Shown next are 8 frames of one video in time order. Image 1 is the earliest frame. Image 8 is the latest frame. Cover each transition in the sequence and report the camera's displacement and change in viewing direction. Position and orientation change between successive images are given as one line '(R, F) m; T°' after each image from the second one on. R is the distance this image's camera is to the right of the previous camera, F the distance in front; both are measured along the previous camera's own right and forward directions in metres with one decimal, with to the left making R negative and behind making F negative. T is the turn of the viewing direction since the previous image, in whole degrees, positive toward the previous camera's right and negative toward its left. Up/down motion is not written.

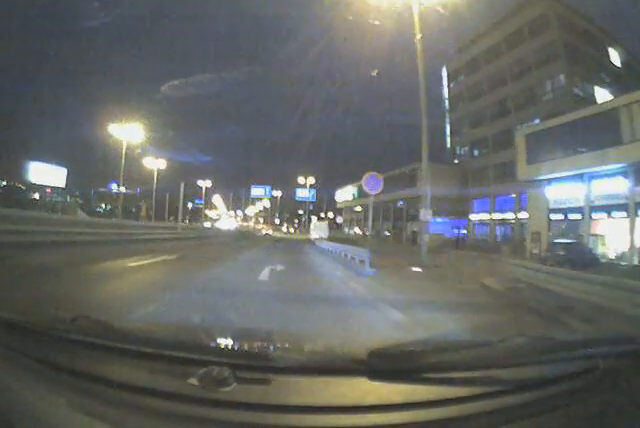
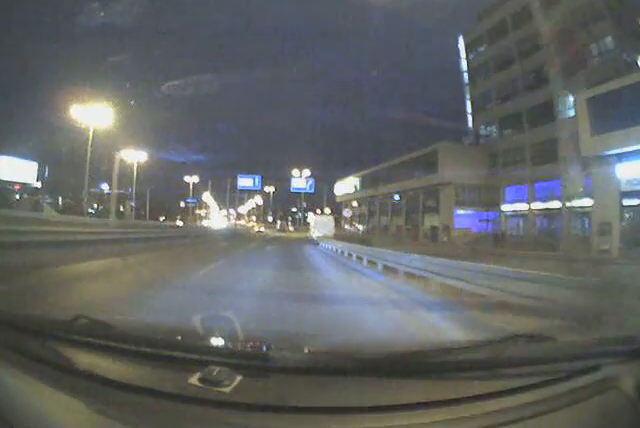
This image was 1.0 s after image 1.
(+0.1, +10.2) m; -1°
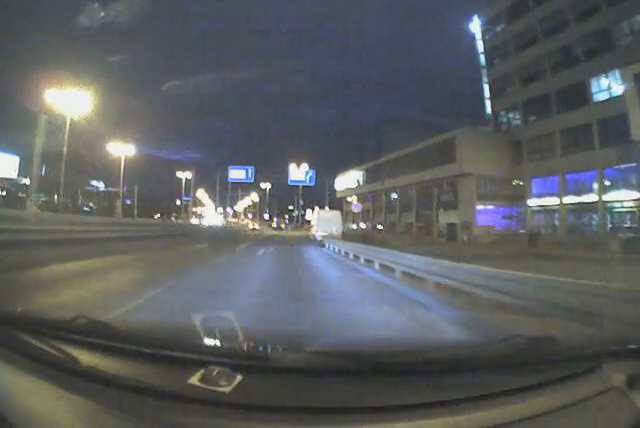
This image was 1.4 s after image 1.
(-0.1, +5.3) m; 0°
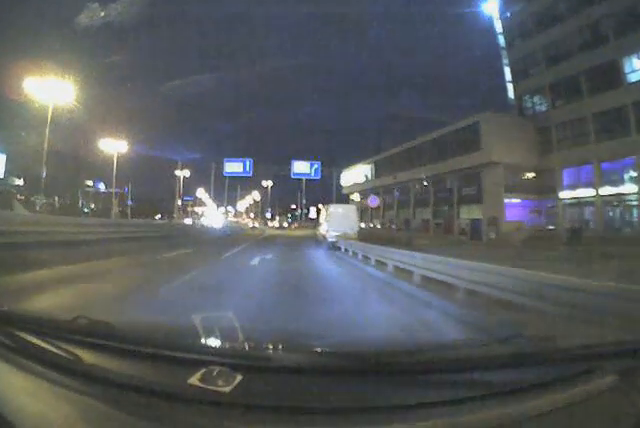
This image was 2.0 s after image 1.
(-0.2, +6.2) m; 0°
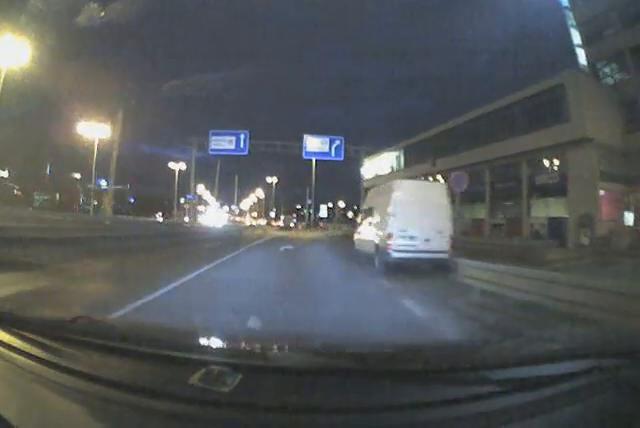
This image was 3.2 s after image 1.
(+0.4, +13.3) m; +2°
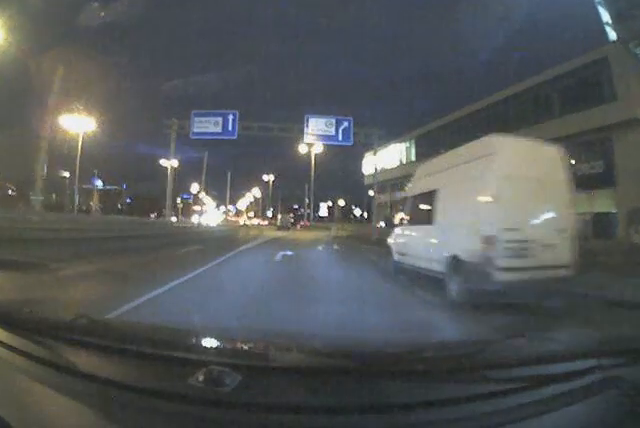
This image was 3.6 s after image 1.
(0.0, +5.8) m; 0°
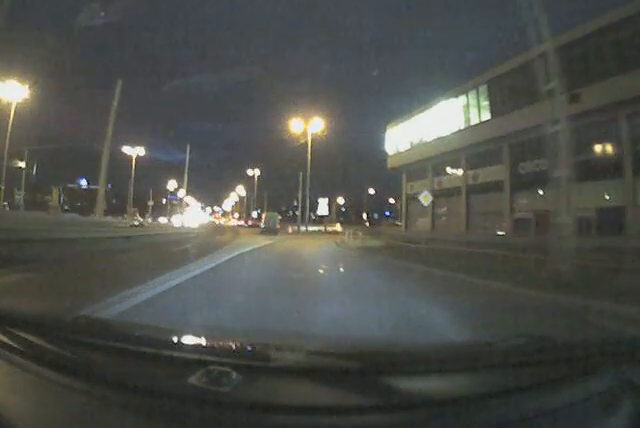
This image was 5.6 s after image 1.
(-0.1, +23.3) m; 0°
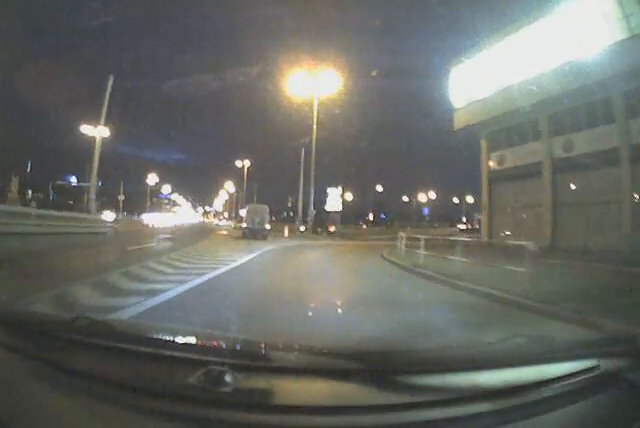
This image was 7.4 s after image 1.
(+0.4, +18.9) m; +3°
